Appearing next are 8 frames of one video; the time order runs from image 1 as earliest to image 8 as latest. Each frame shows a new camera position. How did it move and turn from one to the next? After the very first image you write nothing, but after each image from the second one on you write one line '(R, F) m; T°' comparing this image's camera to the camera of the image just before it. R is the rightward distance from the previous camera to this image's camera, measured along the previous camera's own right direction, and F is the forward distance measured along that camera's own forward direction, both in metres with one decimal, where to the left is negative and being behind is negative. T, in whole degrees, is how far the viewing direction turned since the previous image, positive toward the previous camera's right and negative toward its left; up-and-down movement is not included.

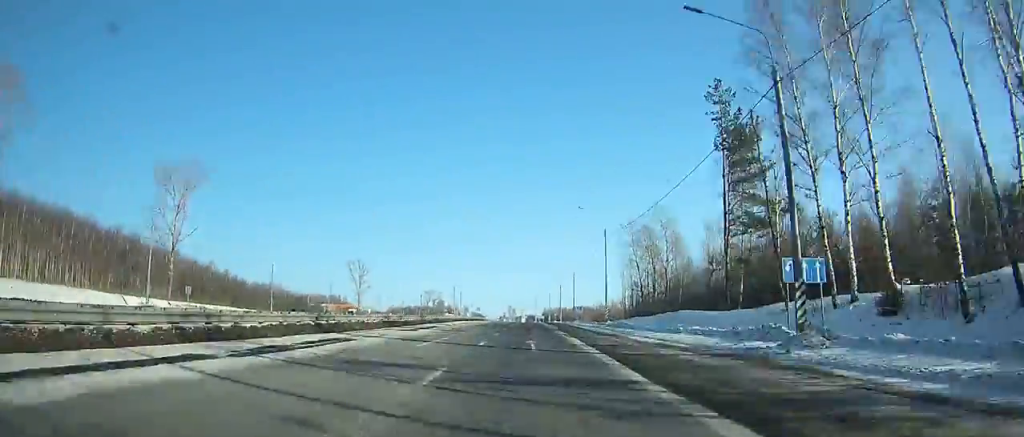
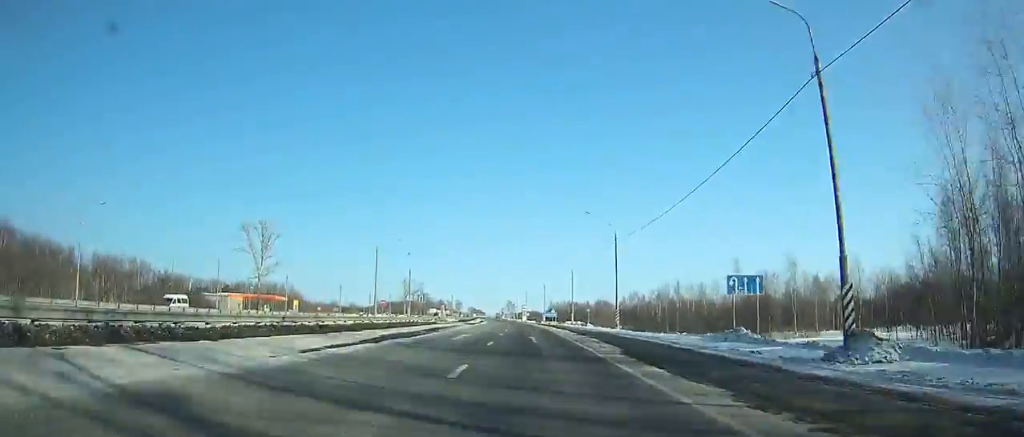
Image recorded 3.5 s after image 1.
(+0.3, +81.7) m; 0°
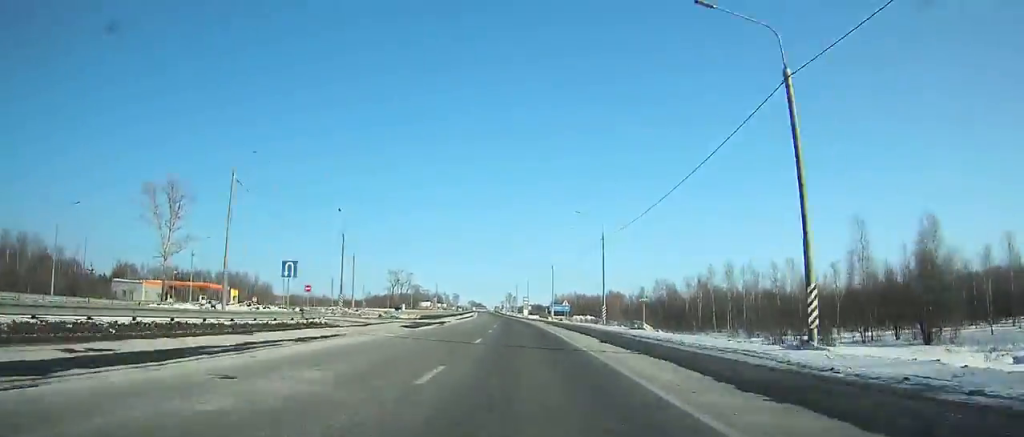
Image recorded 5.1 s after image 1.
(-0.1, +37.2) m; -1°
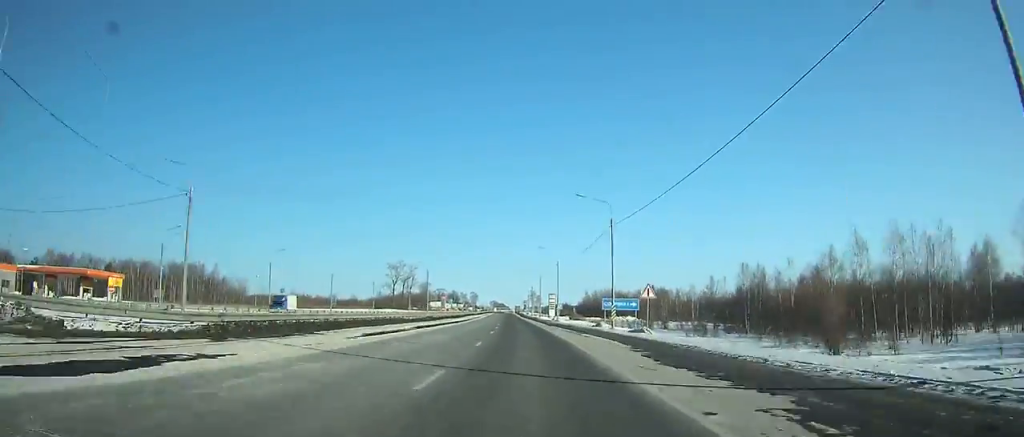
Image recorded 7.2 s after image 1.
(-0.5, +48.6) m; -1°
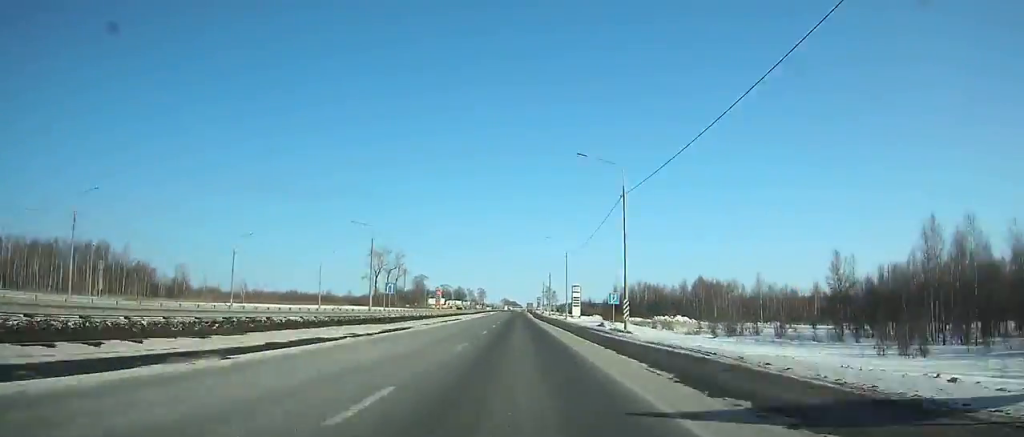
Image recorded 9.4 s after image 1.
(-0.9, +50.2) m; -1°
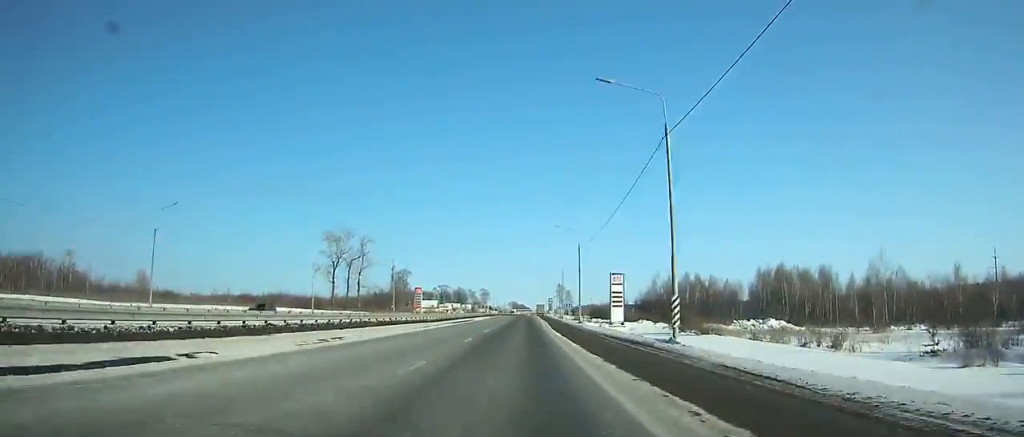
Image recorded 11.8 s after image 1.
(-0.6, +54.1) m; -1°
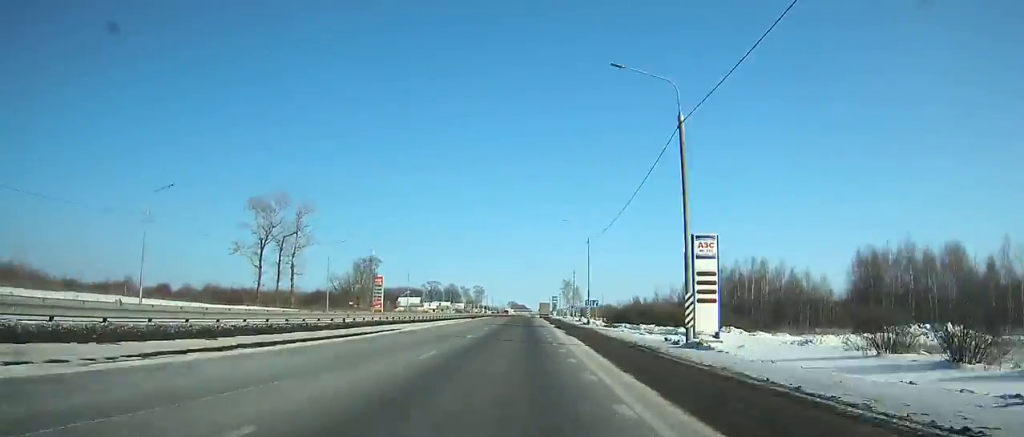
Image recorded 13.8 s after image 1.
(-0.2, +44.5) m; 0°
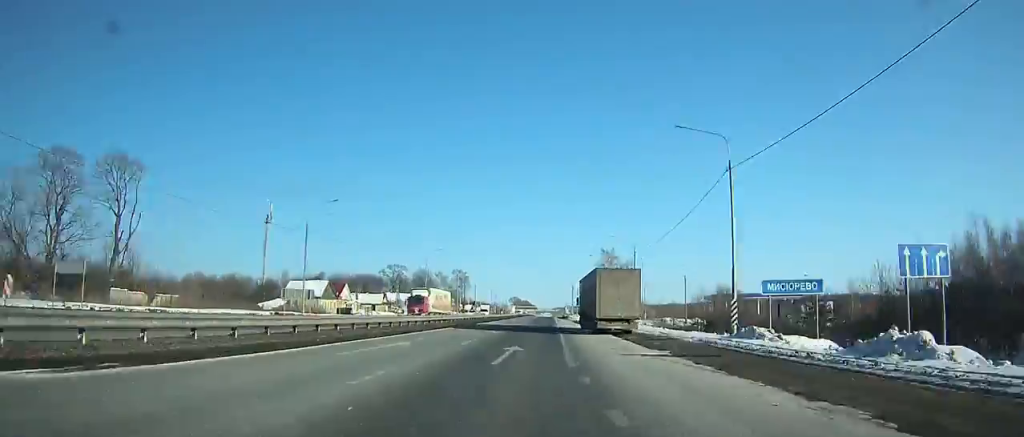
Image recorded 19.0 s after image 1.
(-0.3, +112.3) m; +1°
